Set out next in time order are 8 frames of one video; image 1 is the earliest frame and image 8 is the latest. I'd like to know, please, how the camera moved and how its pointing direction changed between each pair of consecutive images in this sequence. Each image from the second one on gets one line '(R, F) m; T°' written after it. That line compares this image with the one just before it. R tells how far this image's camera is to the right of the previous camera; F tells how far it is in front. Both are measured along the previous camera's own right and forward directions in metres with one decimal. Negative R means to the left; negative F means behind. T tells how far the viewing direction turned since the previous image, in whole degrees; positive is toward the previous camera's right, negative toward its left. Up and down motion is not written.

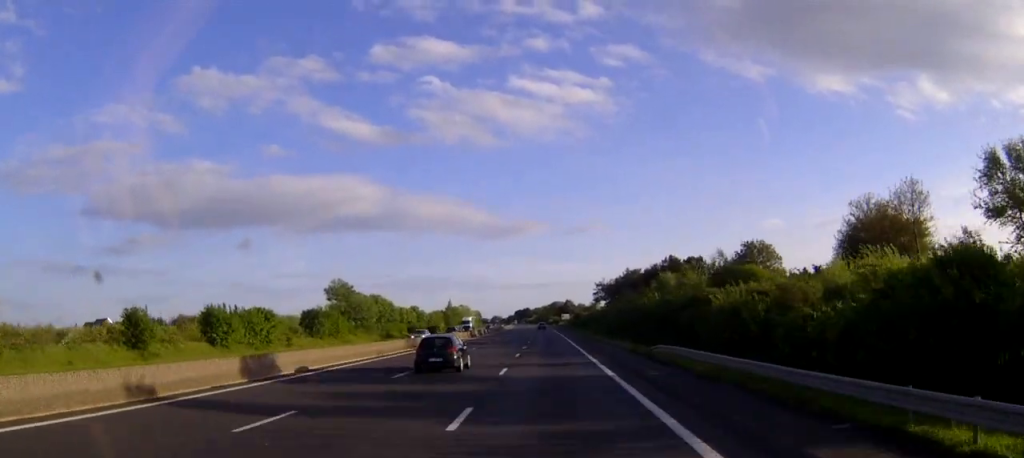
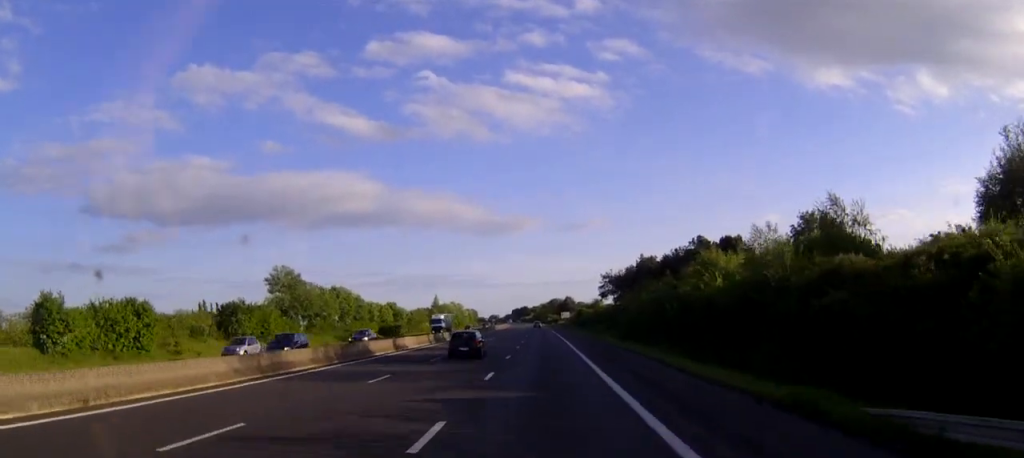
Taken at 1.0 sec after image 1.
(+0.1, +28.3) m; 0°
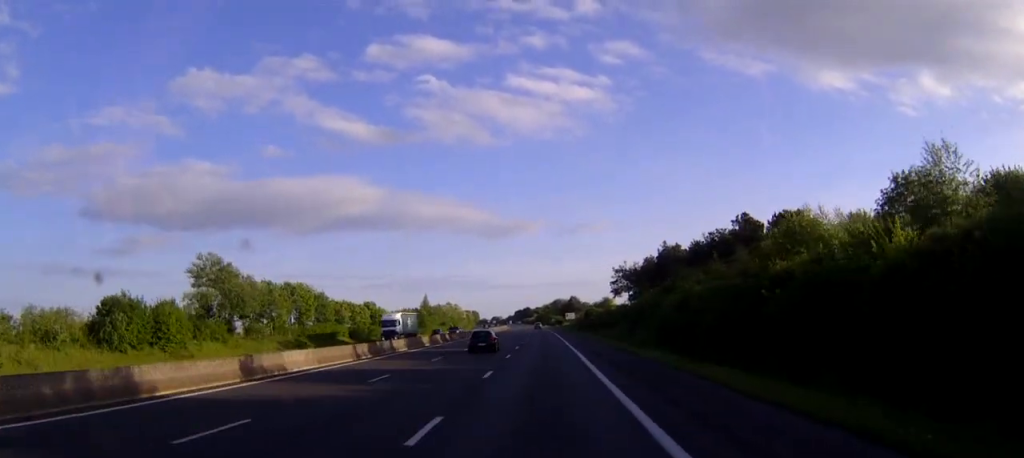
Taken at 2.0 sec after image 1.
(0.0, +25.6) m; 0°
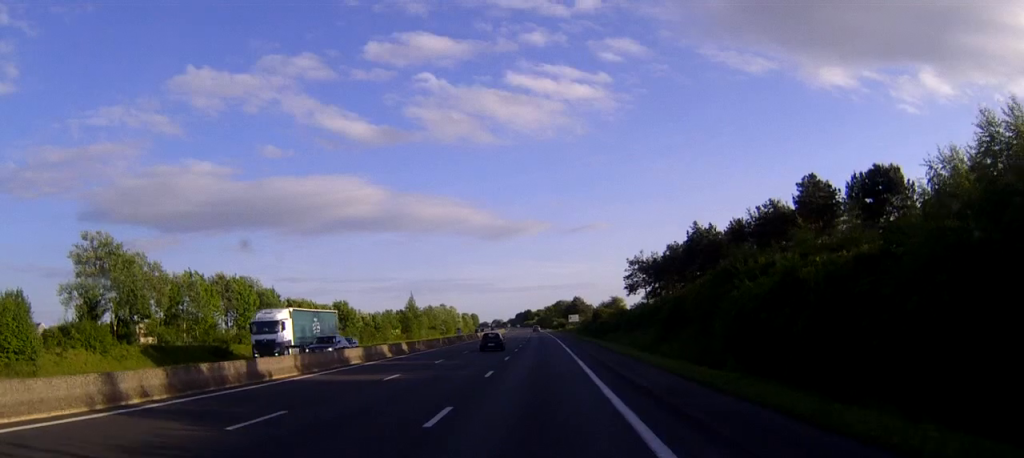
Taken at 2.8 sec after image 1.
(-0.1, +23.7) m; 0°
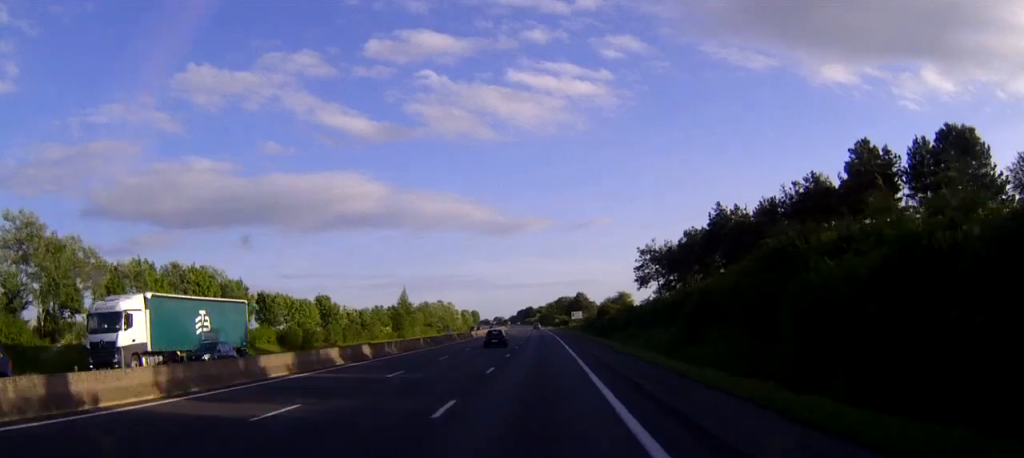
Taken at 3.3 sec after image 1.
(0.0, +11.8) m; 0°
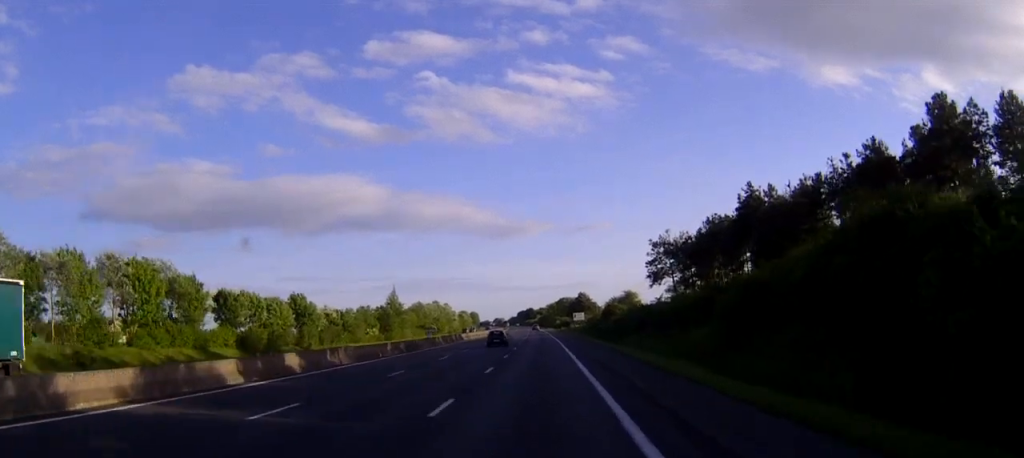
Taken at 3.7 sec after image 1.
(0.0, +12.7) m; 0°
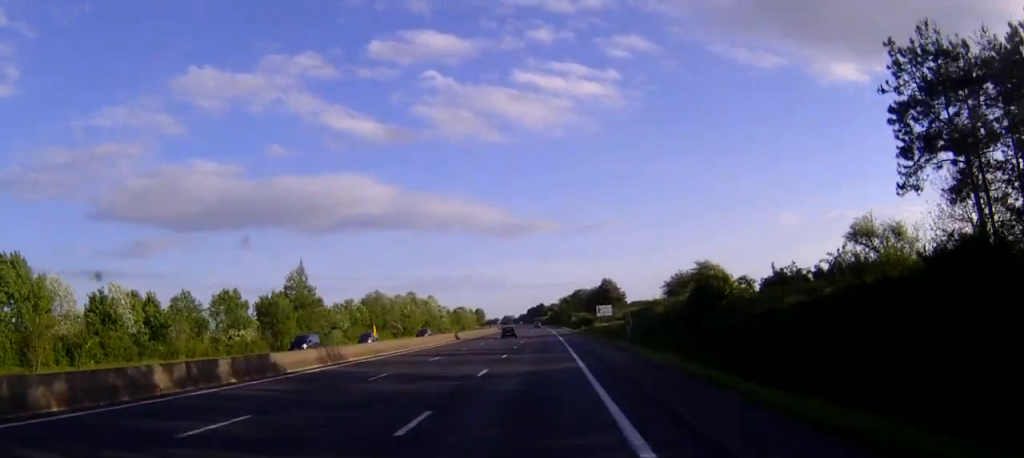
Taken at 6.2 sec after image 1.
(-0.6, +68.3) m; -1°
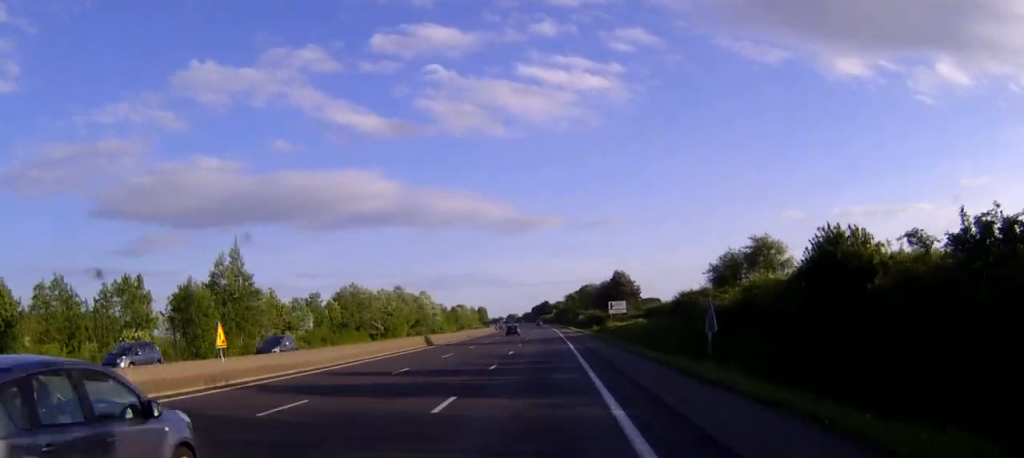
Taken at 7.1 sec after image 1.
(0.0, +22.8) m; 0°
